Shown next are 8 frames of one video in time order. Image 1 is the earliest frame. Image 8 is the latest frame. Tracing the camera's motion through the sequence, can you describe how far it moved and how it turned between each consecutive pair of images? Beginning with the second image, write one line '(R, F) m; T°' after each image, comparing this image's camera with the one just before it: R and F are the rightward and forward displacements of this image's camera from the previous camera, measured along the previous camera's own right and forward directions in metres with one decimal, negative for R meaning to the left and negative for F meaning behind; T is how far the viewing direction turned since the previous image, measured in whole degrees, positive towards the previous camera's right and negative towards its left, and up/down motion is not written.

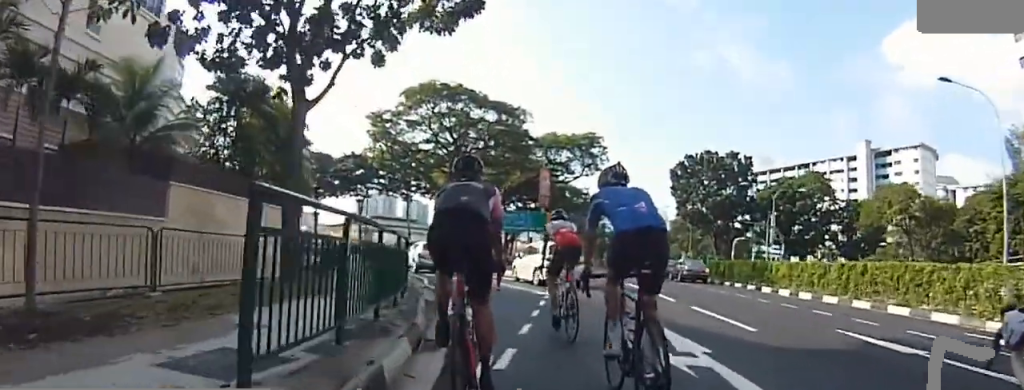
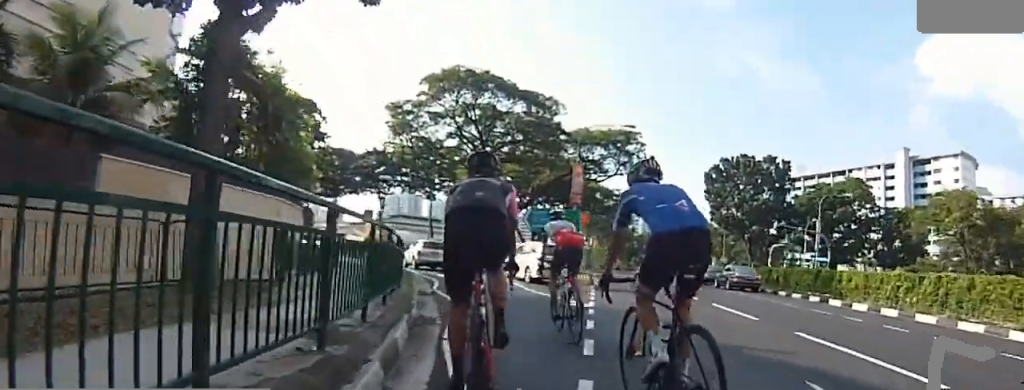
(+0.1, +2.8) m; -4°
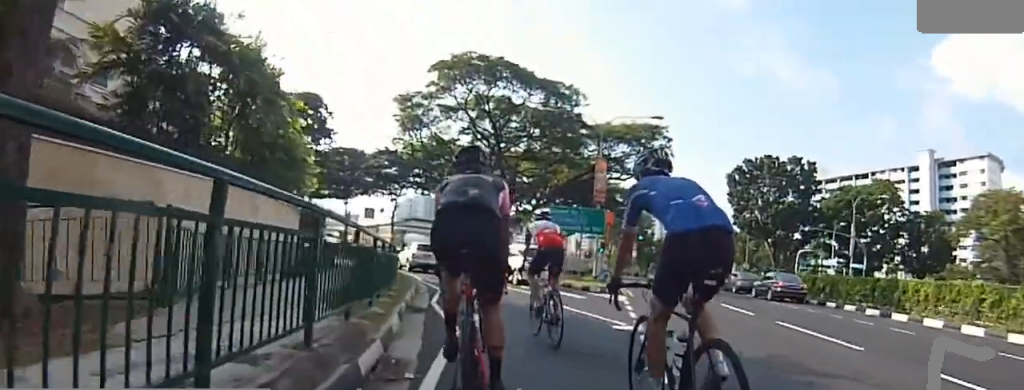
(-0.2, +2.2) m; -1°
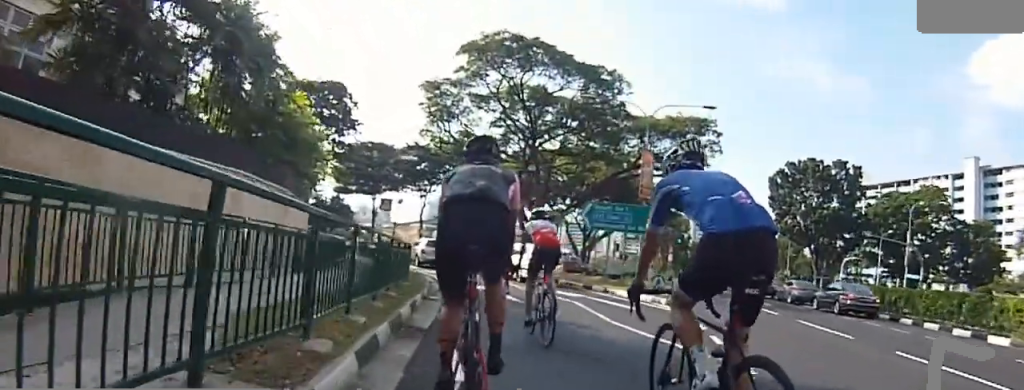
(-0.3, +2.3) m; 0°
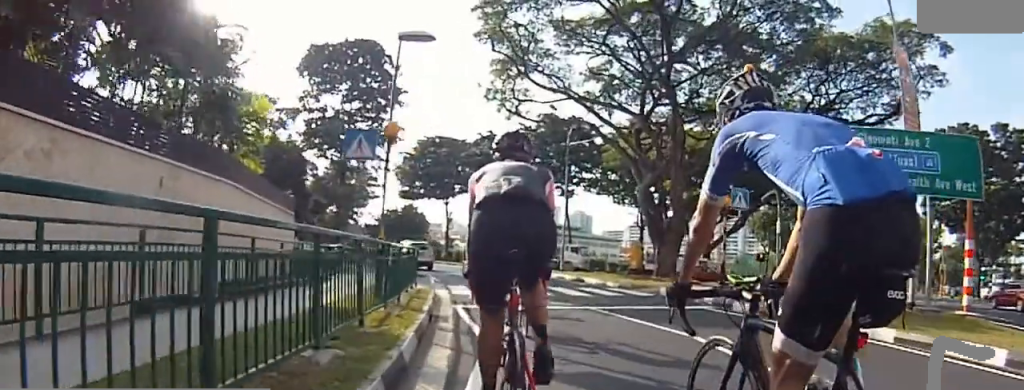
(+1.0, +10.4) m; -12°
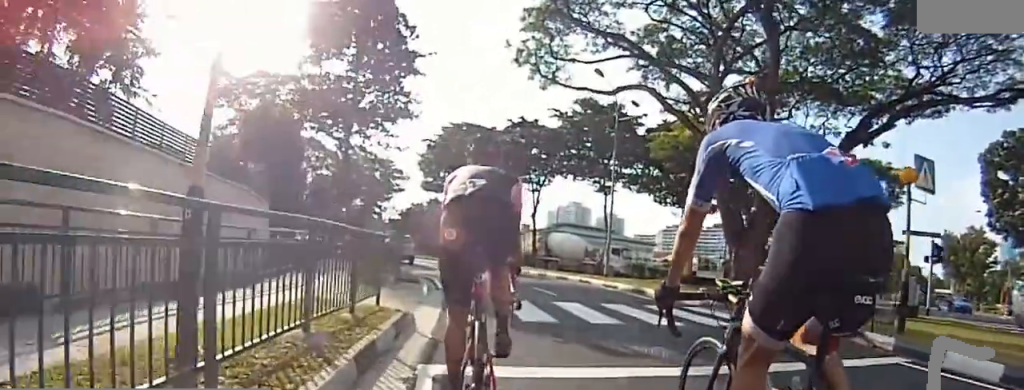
(-1.4, +4.6) m; -22°
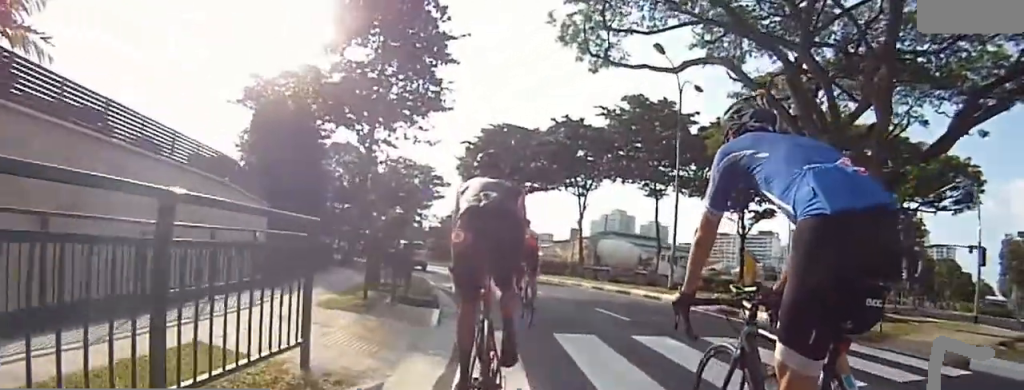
(-0.4, +3.5) m; -9°
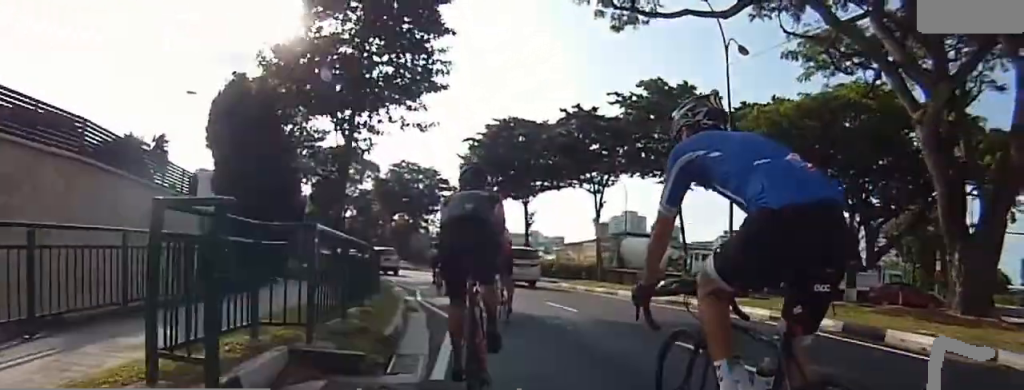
(-0.2, +4.7) m; -7°
